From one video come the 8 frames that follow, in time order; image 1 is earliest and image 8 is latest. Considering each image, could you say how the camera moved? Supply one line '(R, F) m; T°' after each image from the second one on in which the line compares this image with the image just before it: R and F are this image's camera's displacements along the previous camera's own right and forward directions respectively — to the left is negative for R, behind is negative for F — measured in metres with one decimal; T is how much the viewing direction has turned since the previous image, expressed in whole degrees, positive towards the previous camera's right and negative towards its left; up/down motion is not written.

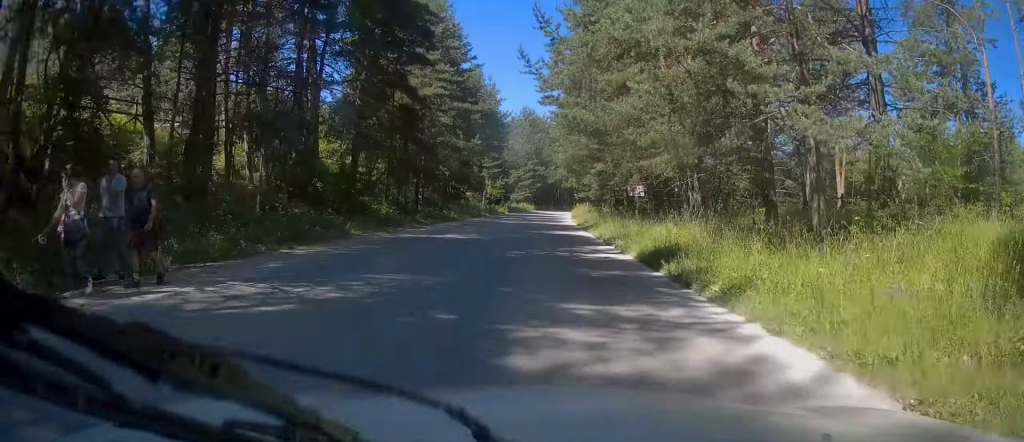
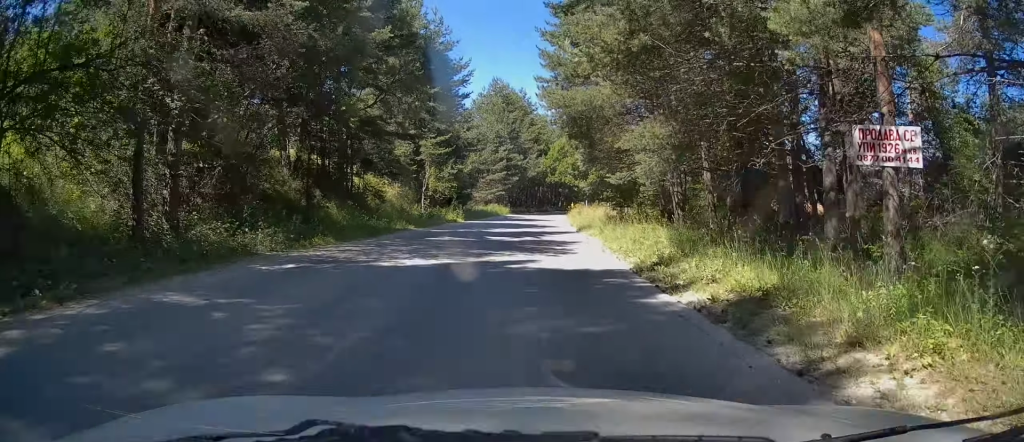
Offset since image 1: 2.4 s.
(-0.2, +26.5) m; +1°
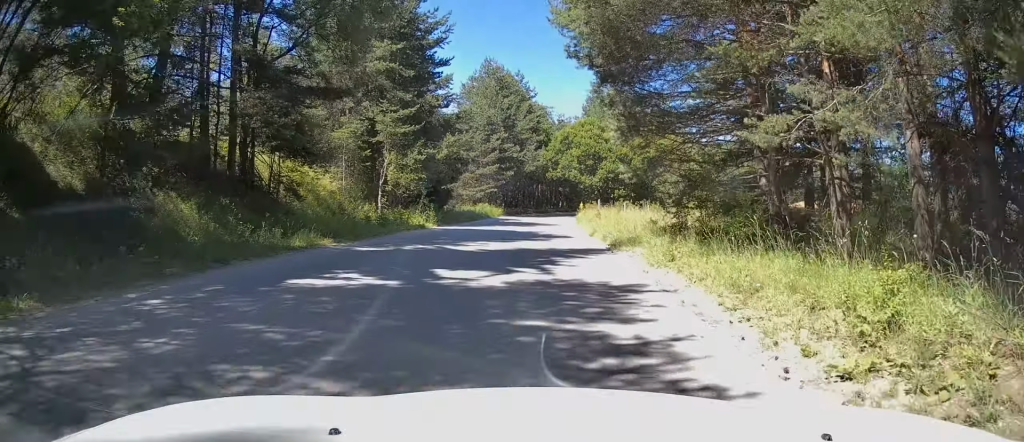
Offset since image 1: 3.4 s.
(+0.4, +11.4) m; +2°
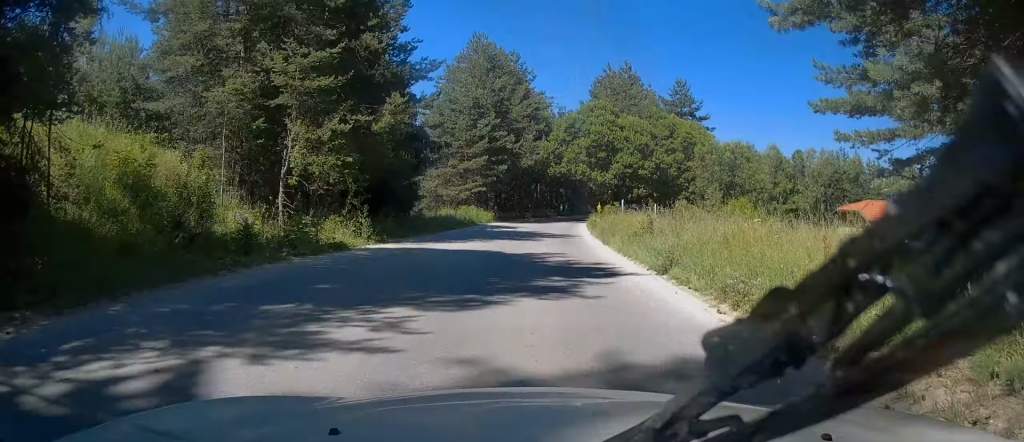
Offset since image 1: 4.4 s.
(-0.1, +12.1) m; +1°
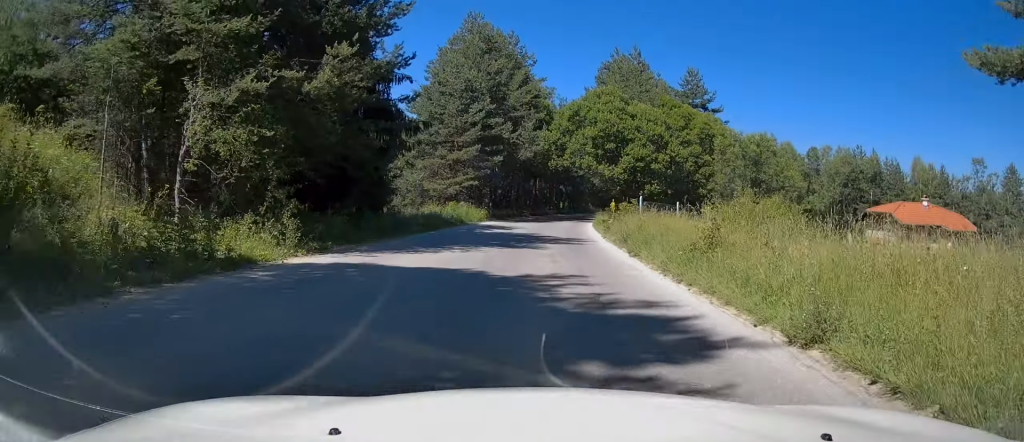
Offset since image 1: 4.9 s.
(+0.1, +5.8) m; +1°
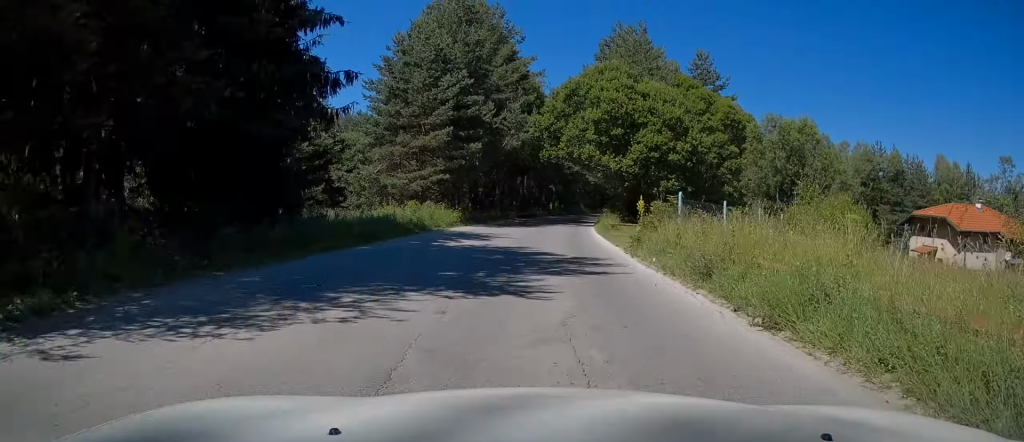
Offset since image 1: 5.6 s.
(+0.2, +9.0) m; +2°
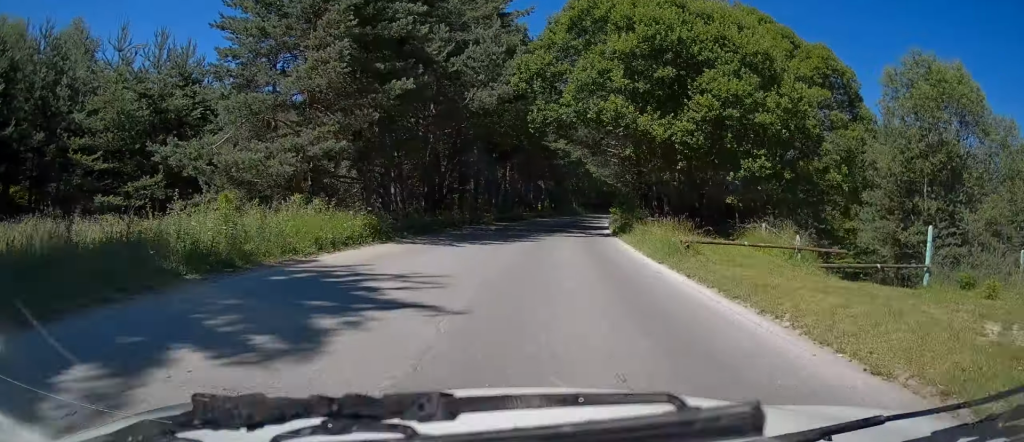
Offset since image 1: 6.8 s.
(+0.3, +16.4) m; +1°
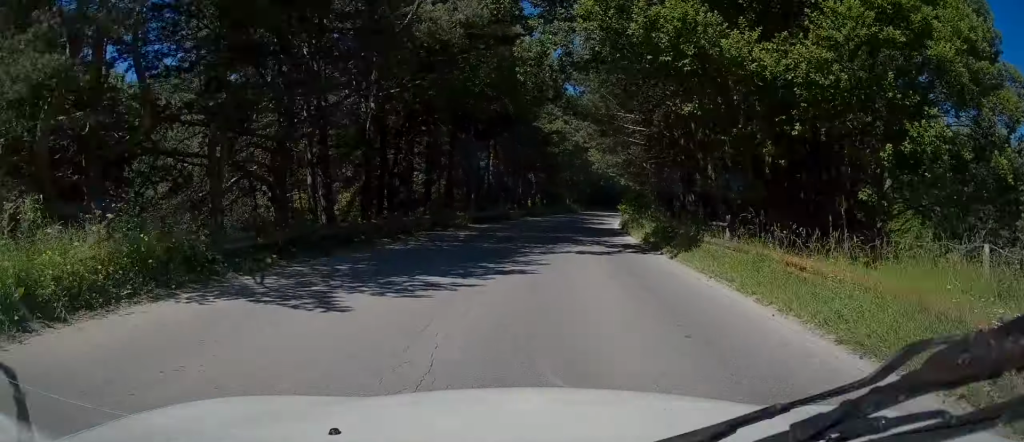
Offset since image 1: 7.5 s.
(0.0, +10.3) m; 0°
